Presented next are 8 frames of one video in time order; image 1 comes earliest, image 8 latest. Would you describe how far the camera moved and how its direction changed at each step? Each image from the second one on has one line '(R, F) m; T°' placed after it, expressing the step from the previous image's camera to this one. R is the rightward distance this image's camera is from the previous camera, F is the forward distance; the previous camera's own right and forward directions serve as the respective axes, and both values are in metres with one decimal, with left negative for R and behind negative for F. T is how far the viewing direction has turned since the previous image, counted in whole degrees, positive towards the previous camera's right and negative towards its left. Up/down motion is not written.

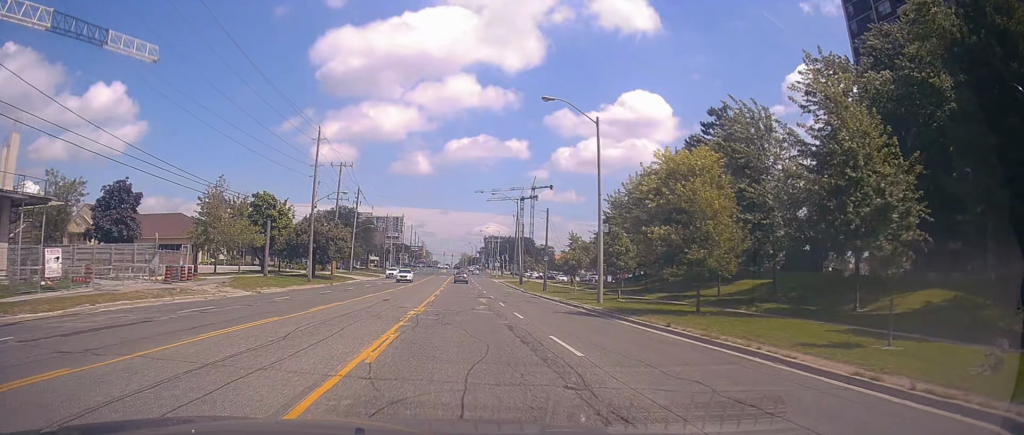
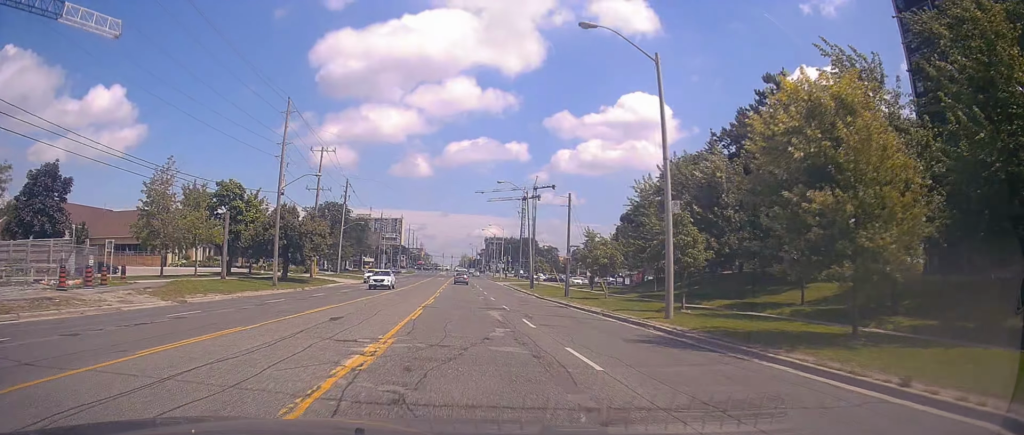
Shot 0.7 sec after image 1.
(+0.1, +10.5) m; -1°
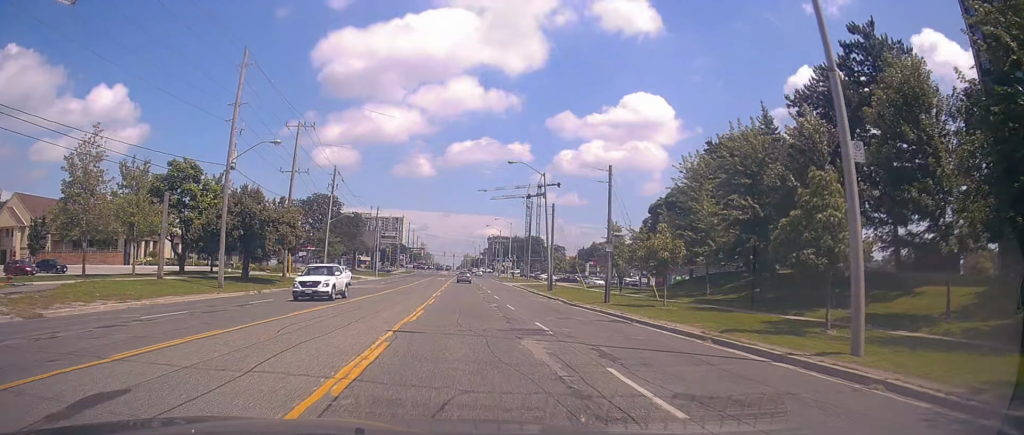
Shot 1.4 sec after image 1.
(0.0, +10.9) m; -1°
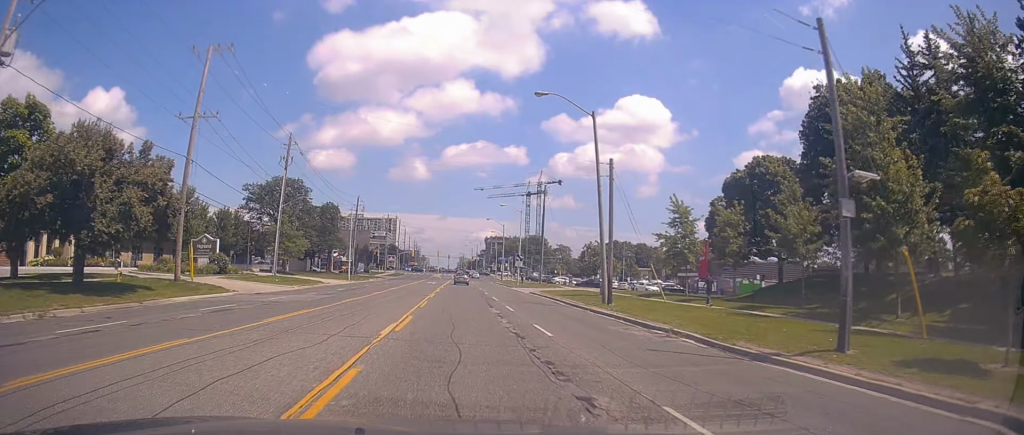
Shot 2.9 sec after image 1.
(+0.1, +20.8) m; +2°
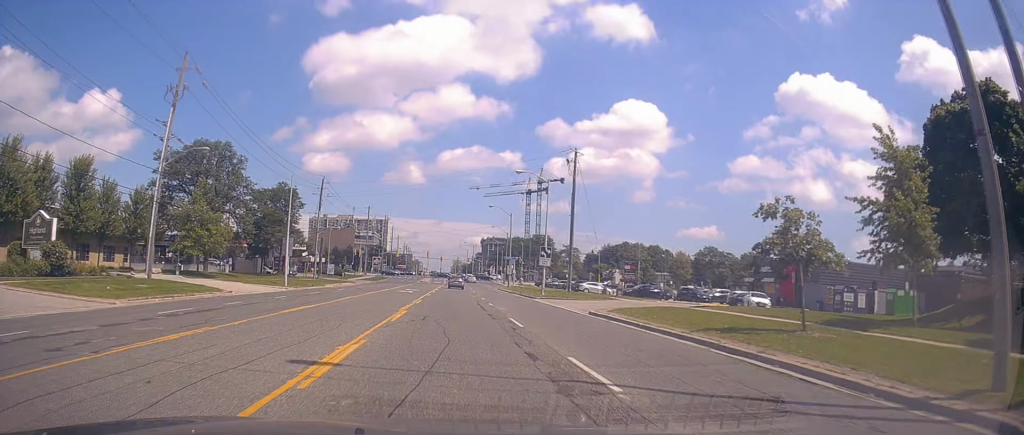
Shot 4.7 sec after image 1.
(-0.2, +25.7) m; -1°
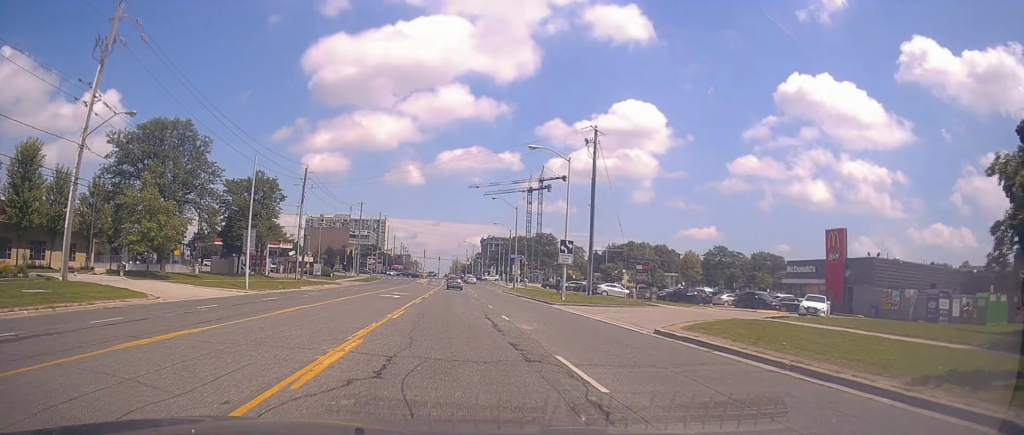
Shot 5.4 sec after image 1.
(0.0, +9.4) m; +1°
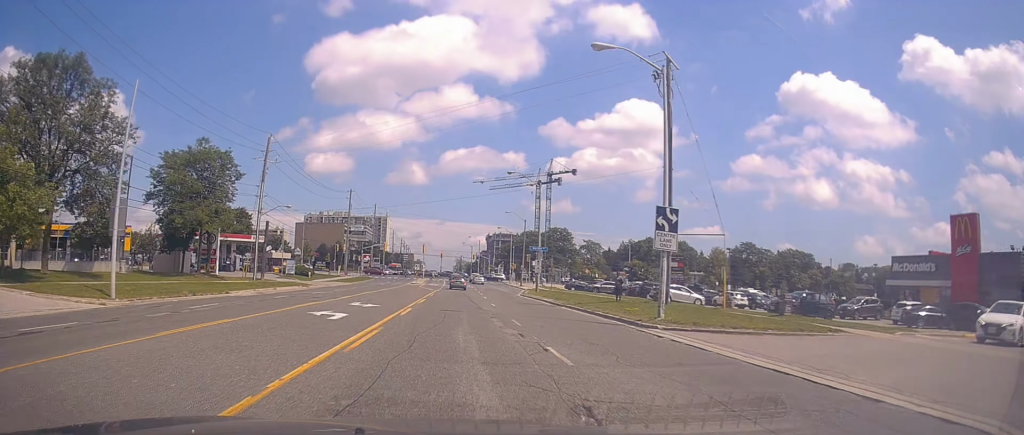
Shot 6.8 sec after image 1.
(+0.6, +18.1) m; 0°
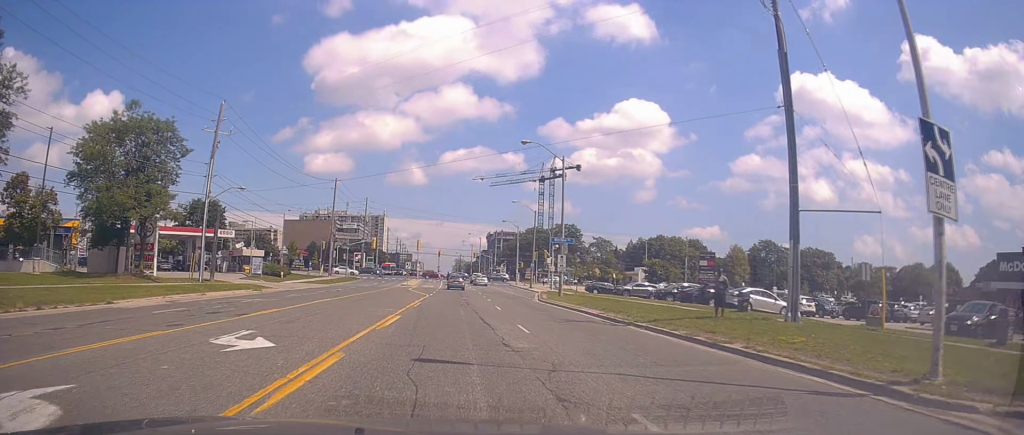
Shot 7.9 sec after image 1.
(-0.6, +13.9) m; 0°
